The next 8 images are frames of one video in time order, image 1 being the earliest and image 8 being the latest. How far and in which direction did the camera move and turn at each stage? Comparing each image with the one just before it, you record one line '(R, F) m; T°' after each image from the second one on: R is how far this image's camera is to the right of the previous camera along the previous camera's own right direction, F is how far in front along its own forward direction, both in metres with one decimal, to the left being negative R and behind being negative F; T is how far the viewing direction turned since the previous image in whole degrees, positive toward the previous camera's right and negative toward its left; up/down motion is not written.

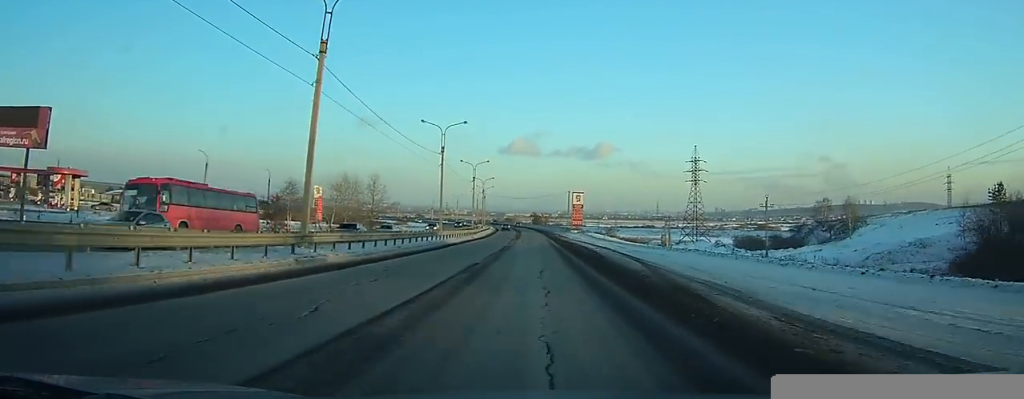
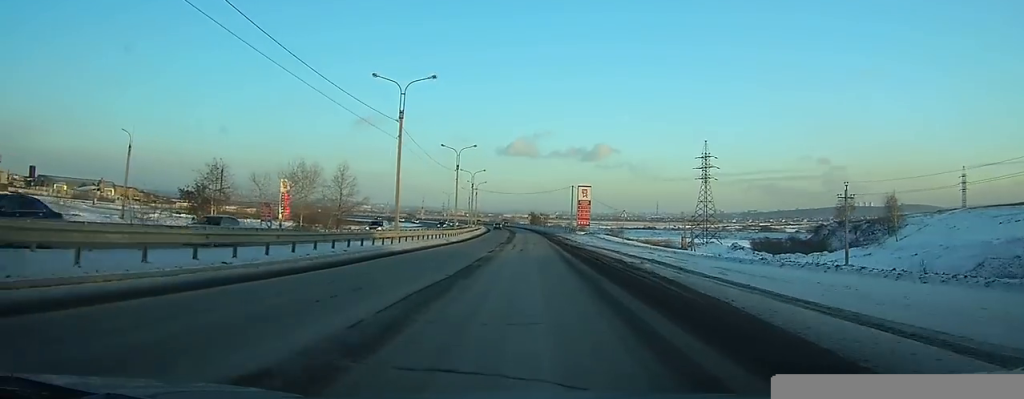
(0.0, +17.7) m; 0°
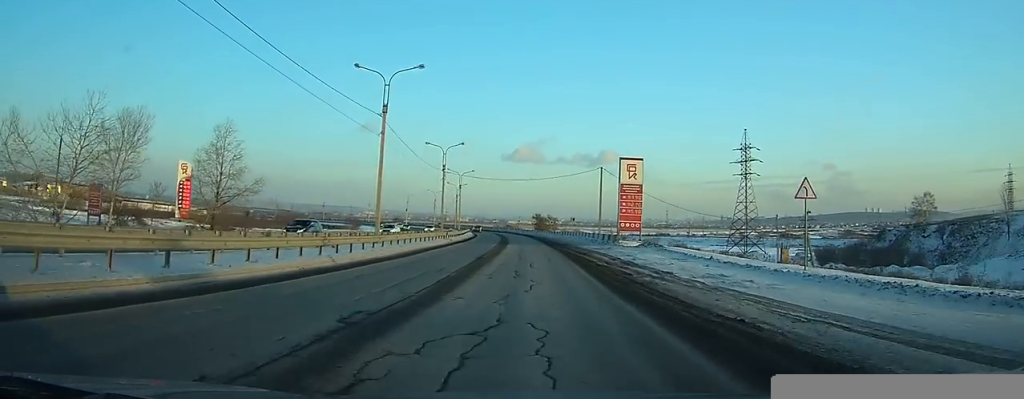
(-0.2, +38.8) m; 0°
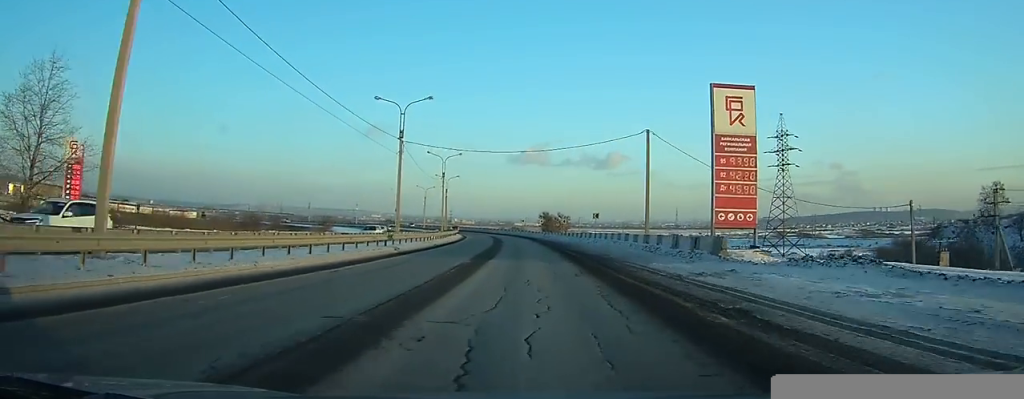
(-0.1, +24.5) m; 0°
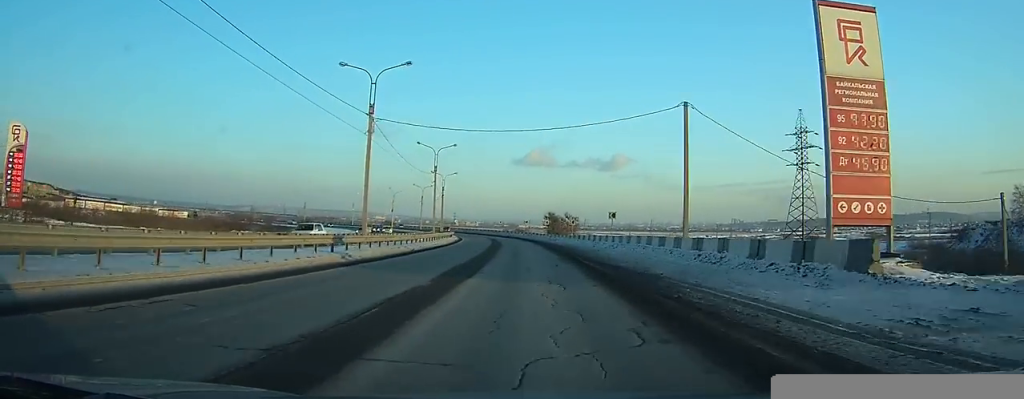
(-0.1, +9.5) m; 0°
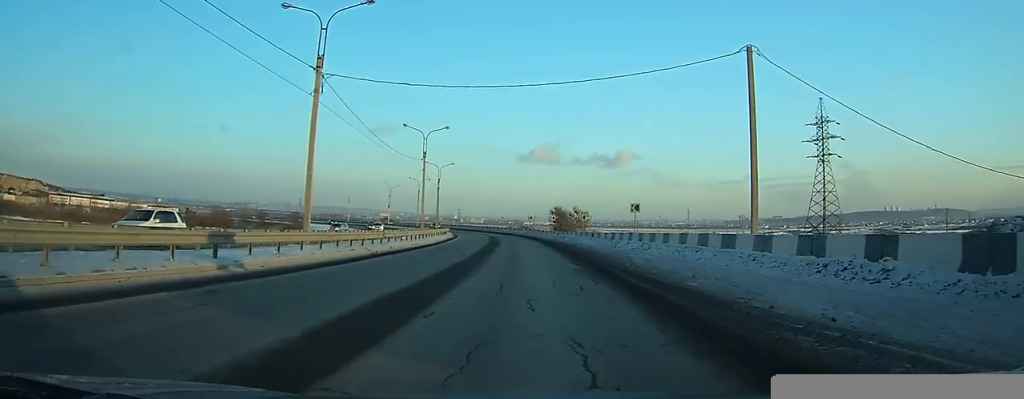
(0.0, +9.5) m; 0°
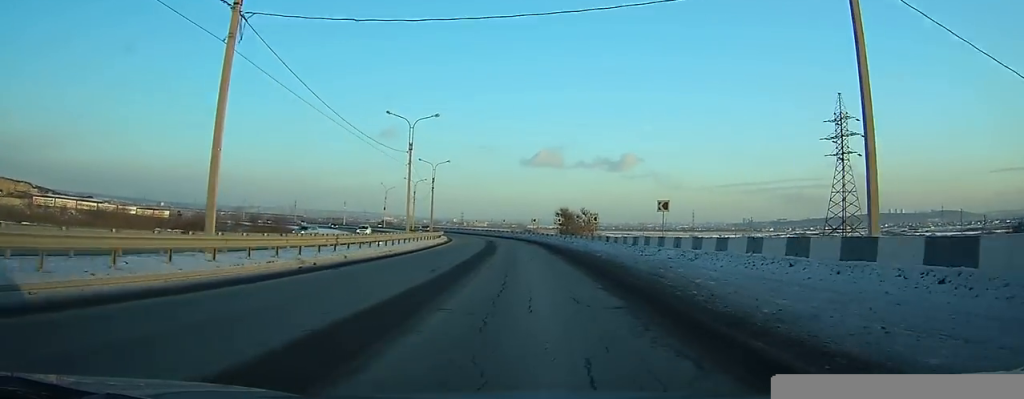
(+0.1, +8.2) m; 0°
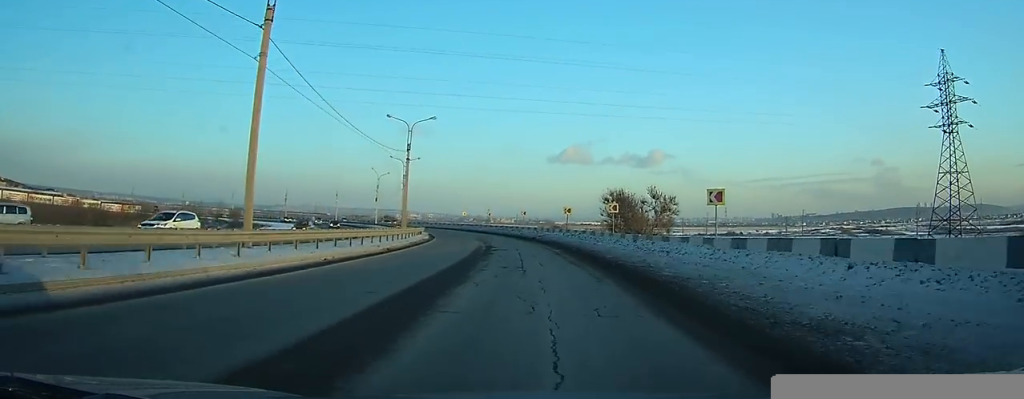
(+0.1, +31.7) m; -1°
